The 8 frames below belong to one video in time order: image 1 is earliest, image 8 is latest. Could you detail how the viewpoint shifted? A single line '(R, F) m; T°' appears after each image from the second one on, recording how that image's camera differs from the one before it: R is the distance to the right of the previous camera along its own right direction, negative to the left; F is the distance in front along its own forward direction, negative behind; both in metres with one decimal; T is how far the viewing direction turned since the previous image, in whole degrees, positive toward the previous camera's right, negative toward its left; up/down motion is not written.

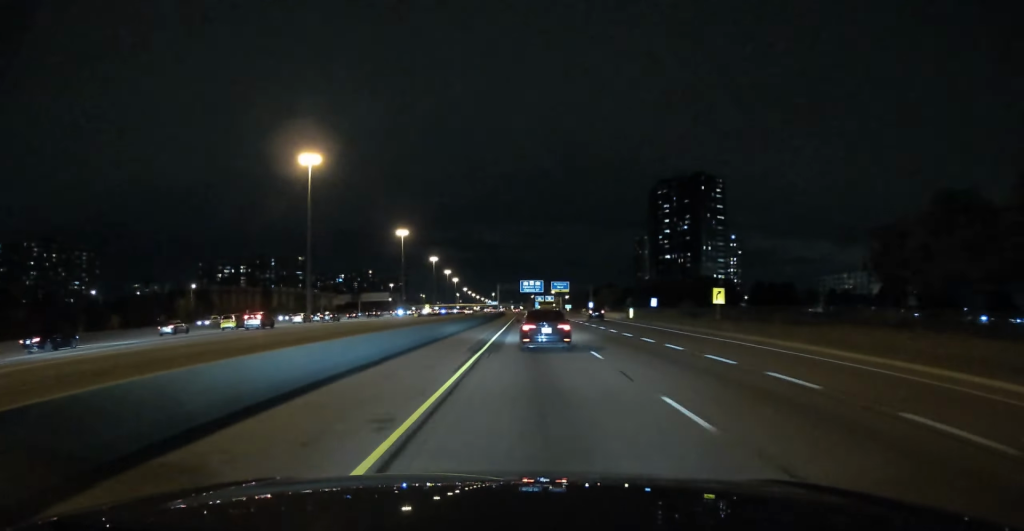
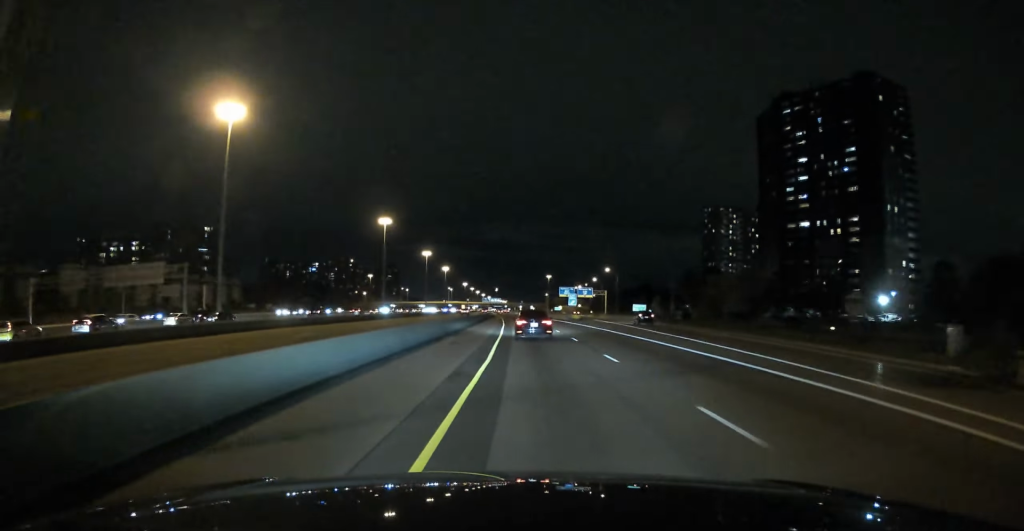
(-1.8, +157.8) m; -2°
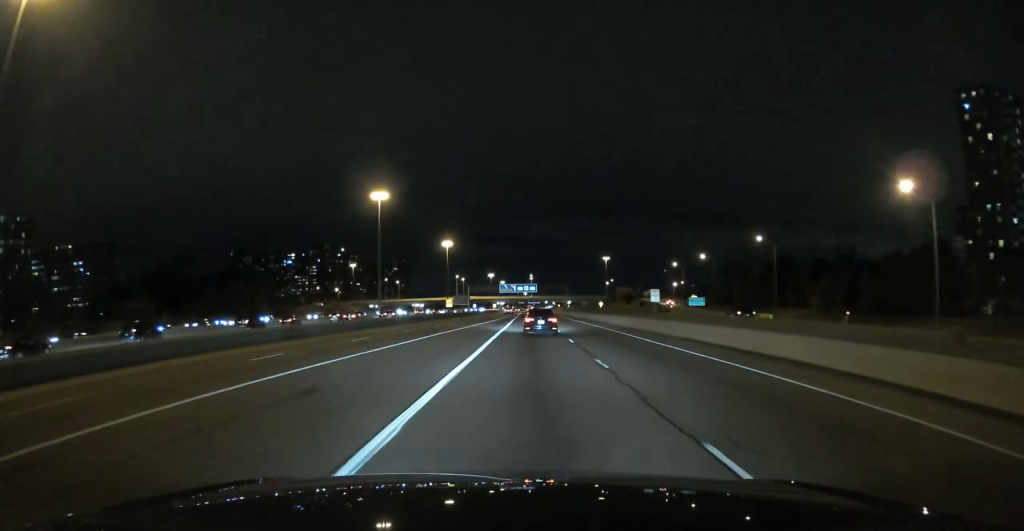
(-3.6, +175.5) m; -2°
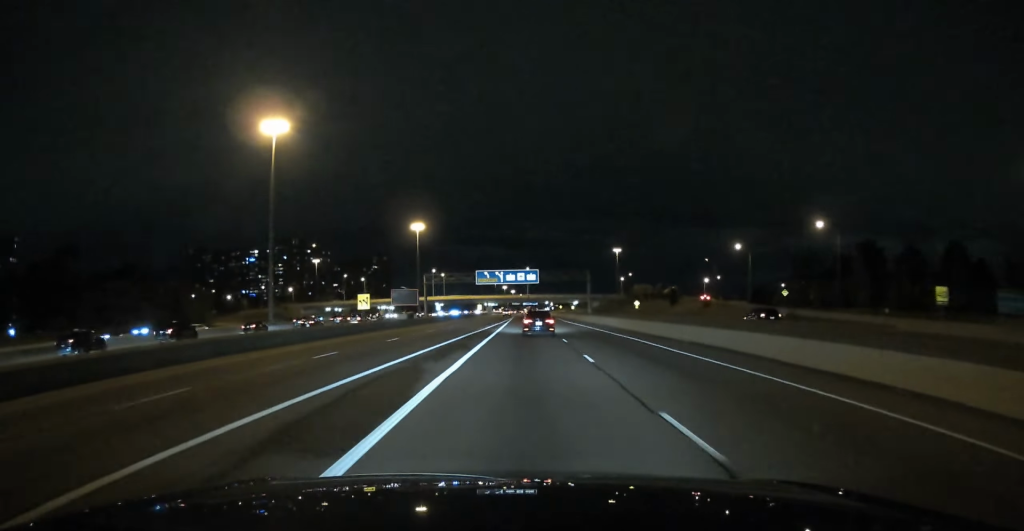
(-0.5, +67.5) m; -1°
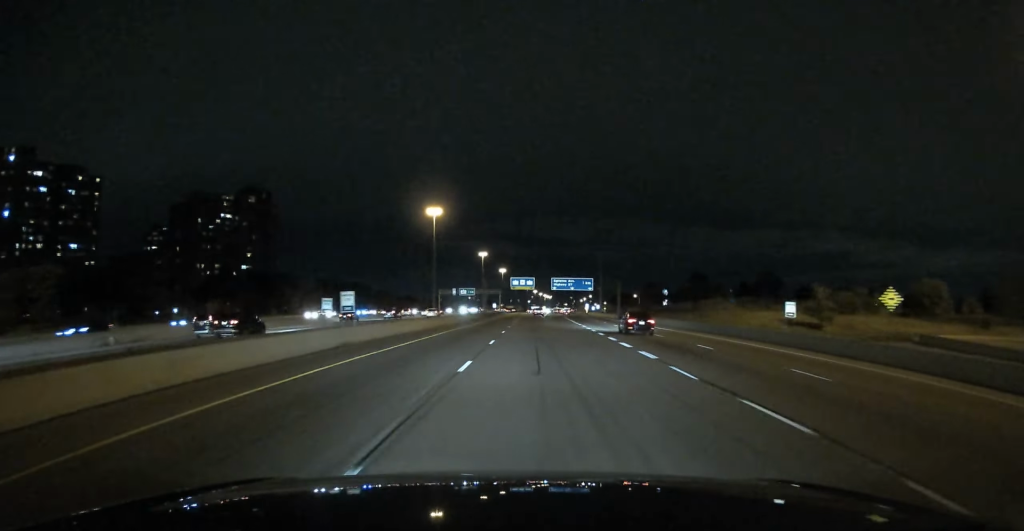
(-0.9, +285.8) m; 0°
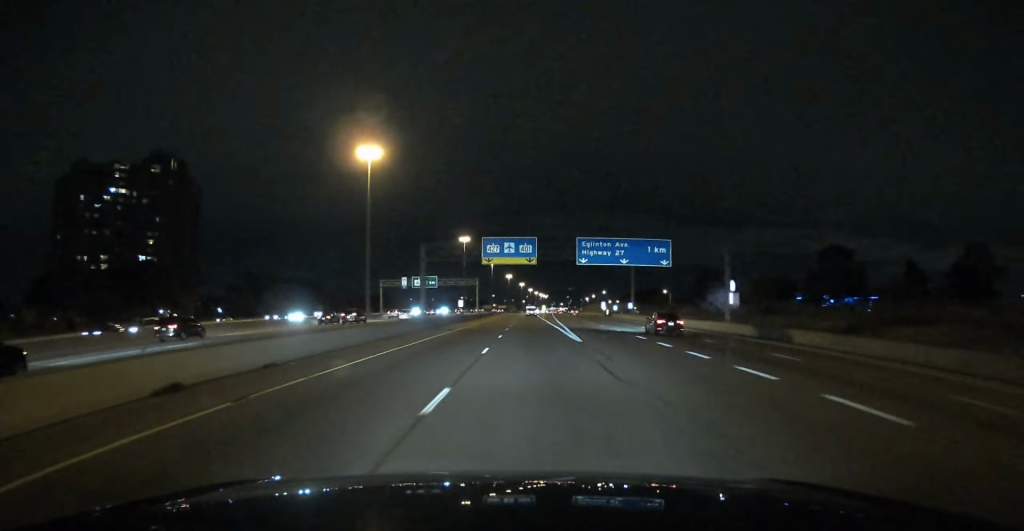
(+0.4, +63.1) m; 0°
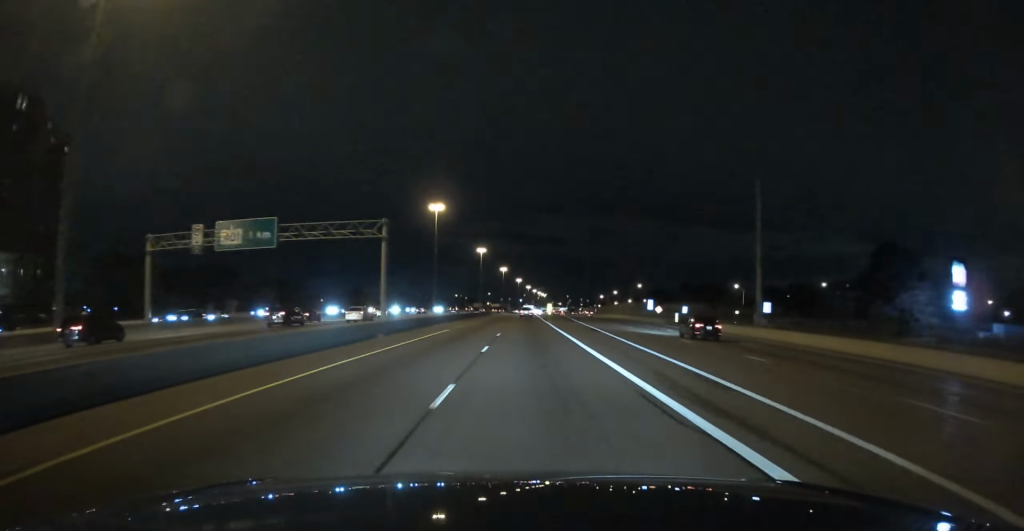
(+0.2, +66.5) m; 0°
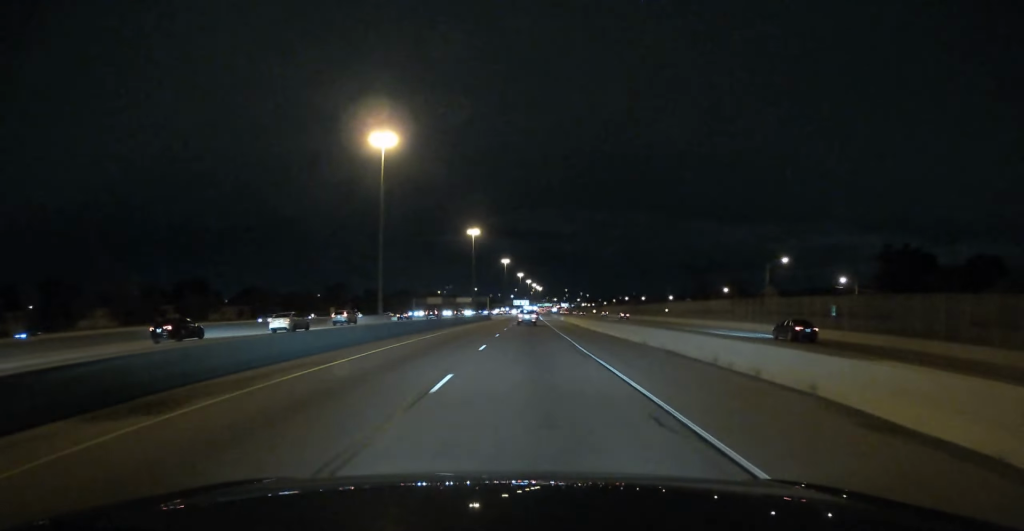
(+0.9, +161.0) m; 0°
